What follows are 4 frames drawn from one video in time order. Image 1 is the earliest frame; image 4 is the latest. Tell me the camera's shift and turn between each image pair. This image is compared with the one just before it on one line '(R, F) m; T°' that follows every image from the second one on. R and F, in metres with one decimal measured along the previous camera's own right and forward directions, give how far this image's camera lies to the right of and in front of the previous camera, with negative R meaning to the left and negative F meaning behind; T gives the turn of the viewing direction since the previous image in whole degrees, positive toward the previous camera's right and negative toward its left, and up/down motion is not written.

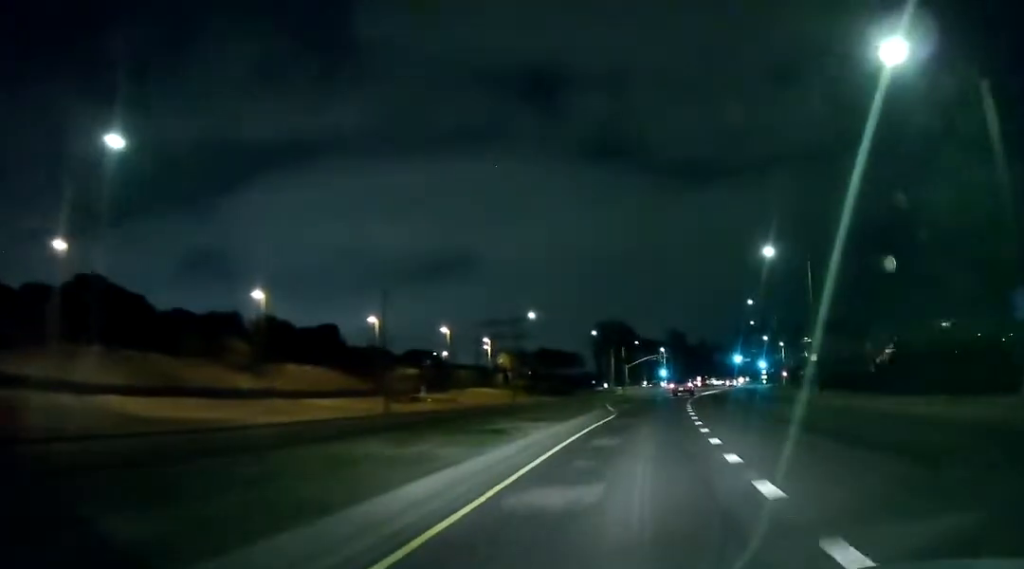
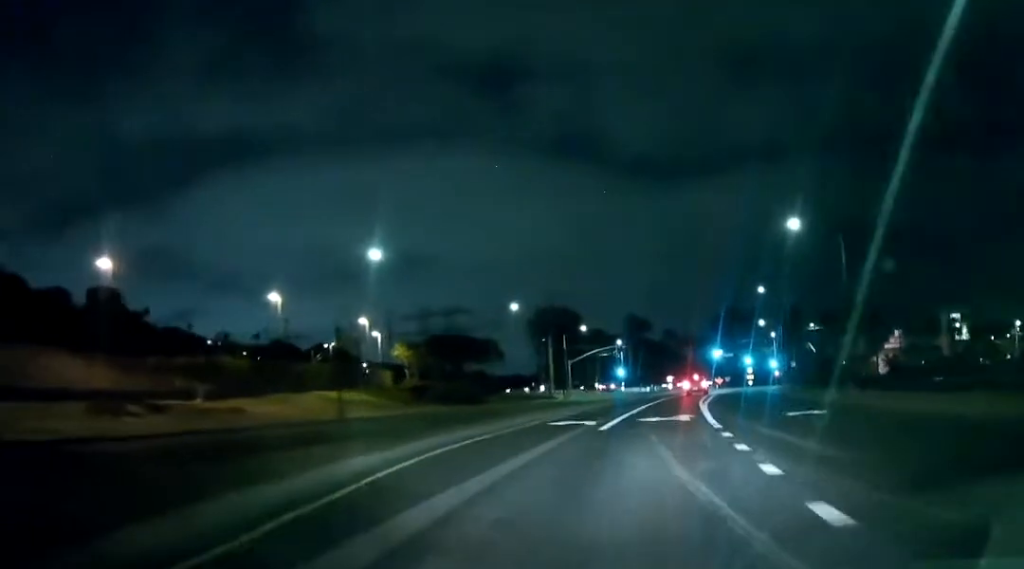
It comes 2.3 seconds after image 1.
(+2.7, +41.9) m; +4°
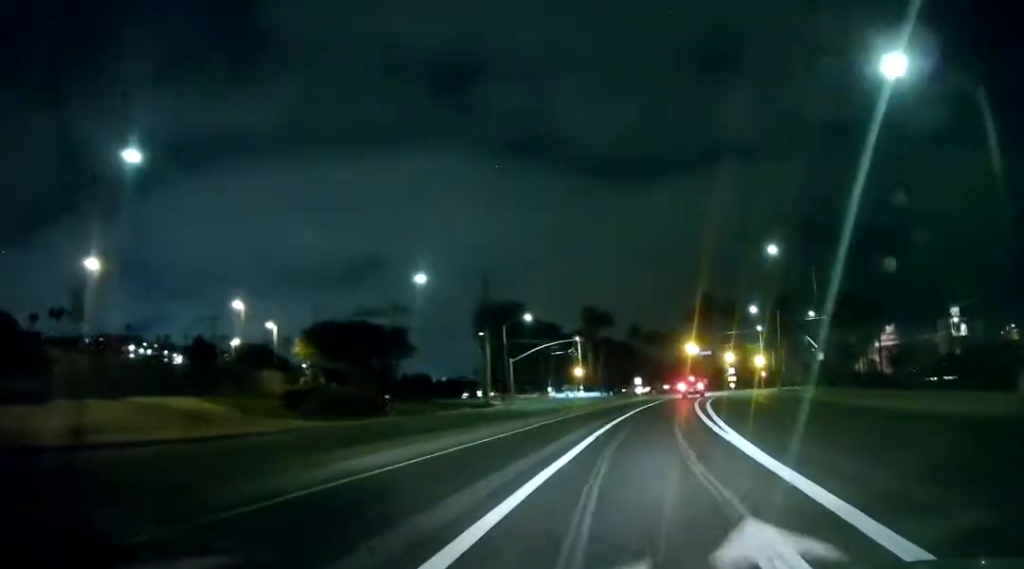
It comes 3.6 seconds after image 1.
(+0.2, +22.5) m; +3°
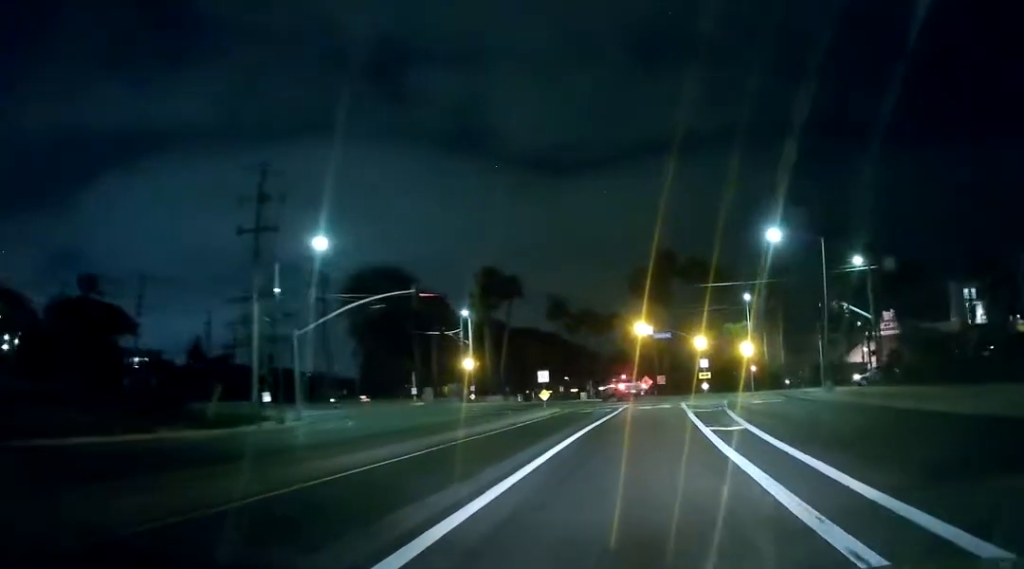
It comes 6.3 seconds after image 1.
(+2.0, +42.2) m; +4°
